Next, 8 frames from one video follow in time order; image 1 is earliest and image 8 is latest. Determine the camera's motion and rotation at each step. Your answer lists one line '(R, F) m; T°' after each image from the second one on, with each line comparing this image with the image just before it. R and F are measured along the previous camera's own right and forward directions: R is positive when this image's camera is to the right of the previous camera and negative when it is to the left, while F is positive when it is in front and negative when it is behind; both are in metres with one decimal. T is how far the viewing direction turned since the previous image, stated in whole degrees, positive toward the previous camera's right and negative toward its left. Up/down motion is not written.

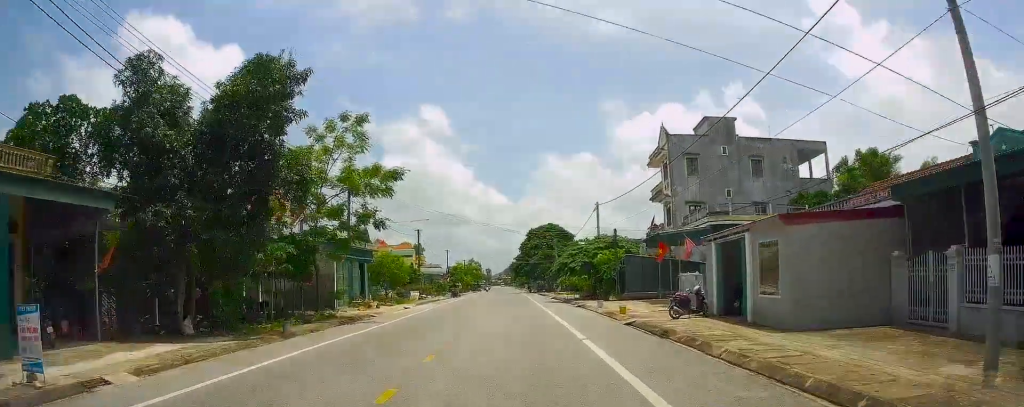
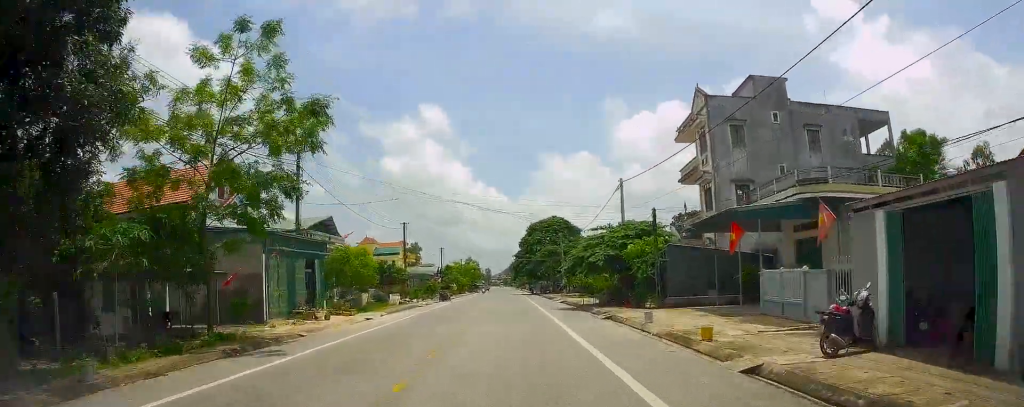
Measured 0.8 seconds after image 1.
(0.0, +11.1) m; -1°
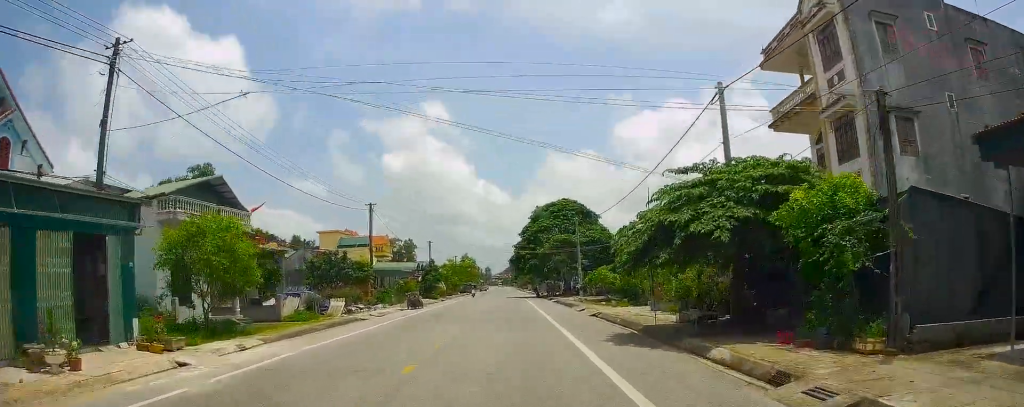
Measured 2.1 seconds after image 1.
(-0.3, +18.4) m; -3°
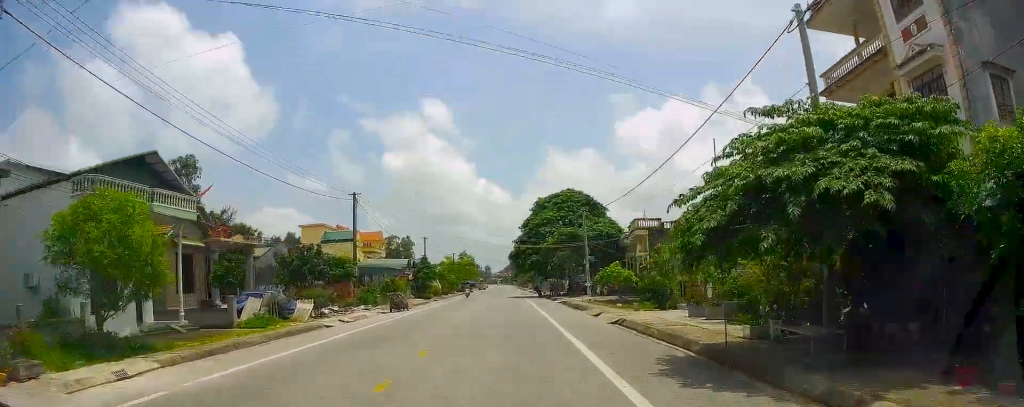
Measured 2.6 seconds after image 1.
(0.0, +6.0) m; -2°
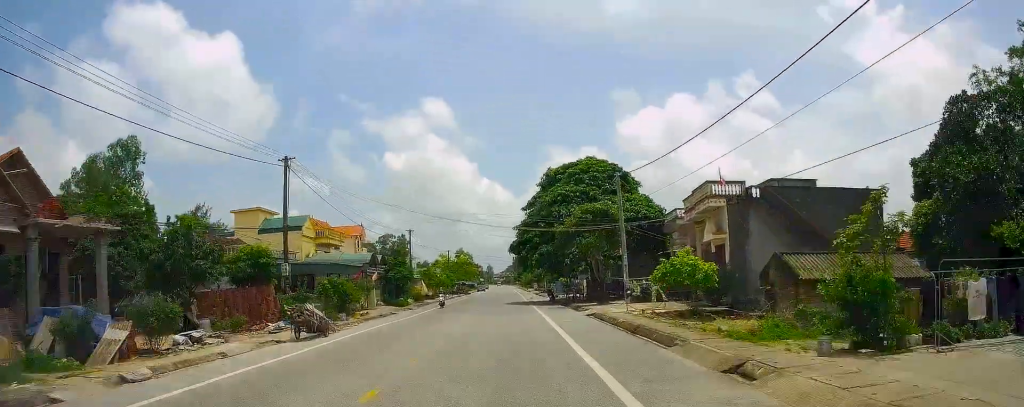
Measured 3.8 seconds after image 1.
(-1.2, +15.8) m; -4°
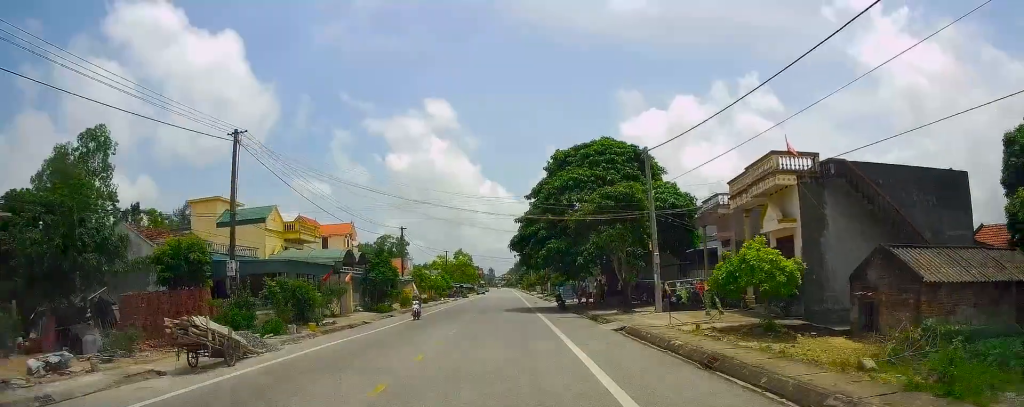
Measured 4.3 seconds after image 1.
(-1.7, +6.4) m; +7°
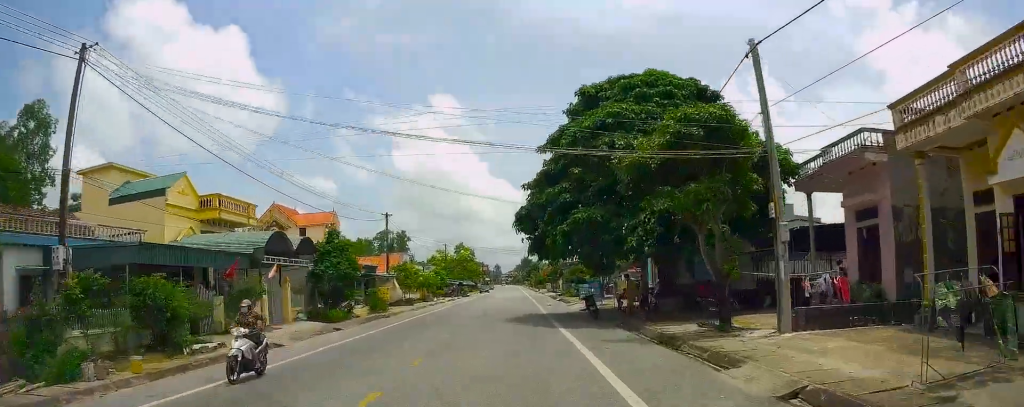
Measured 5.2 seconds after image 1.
(+3.8, +12.9) m; +10°
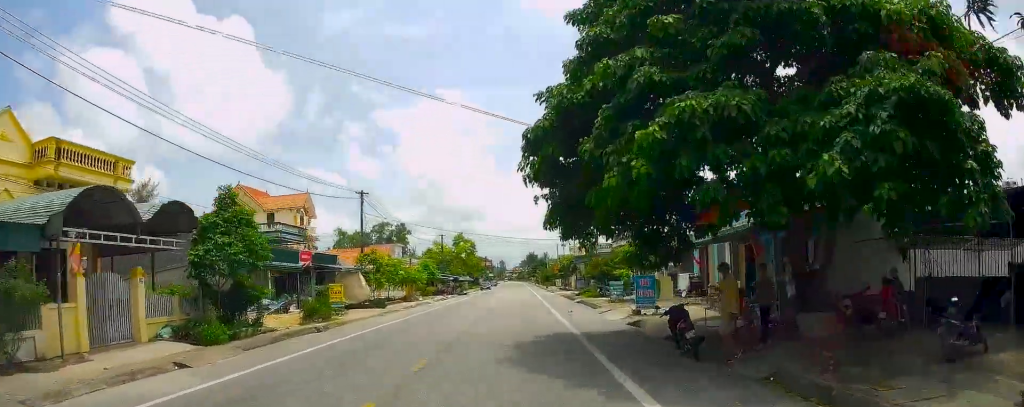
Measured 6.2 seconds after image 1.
(-0.7, +13.7) m; -6°
